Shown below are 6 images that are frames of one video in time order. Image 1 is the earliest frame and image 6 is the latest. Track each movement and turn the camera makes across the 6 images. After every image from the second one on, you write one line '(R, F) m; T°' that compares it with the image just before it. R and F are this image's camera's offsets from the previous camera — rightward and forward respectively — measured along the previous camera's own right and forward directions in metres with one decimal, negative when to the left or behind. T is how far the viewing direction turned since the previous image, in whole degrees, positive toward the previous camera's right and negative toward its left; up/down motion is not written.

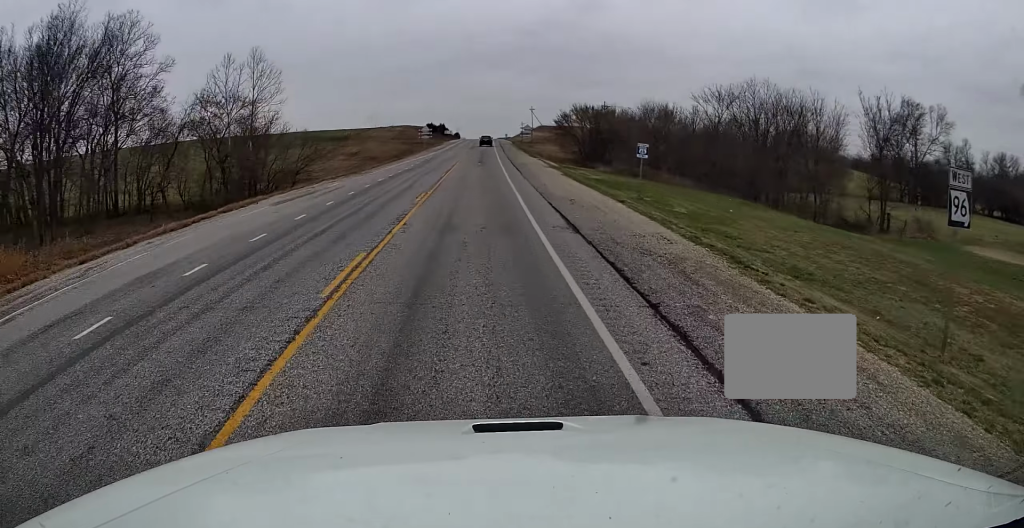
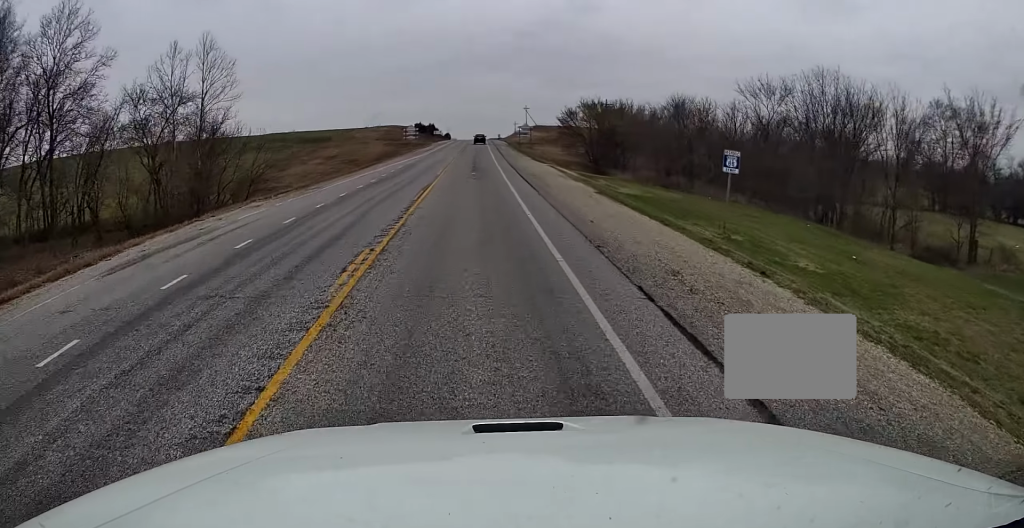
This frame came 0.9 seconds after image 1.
(+0.1, +10.7) m; +1°
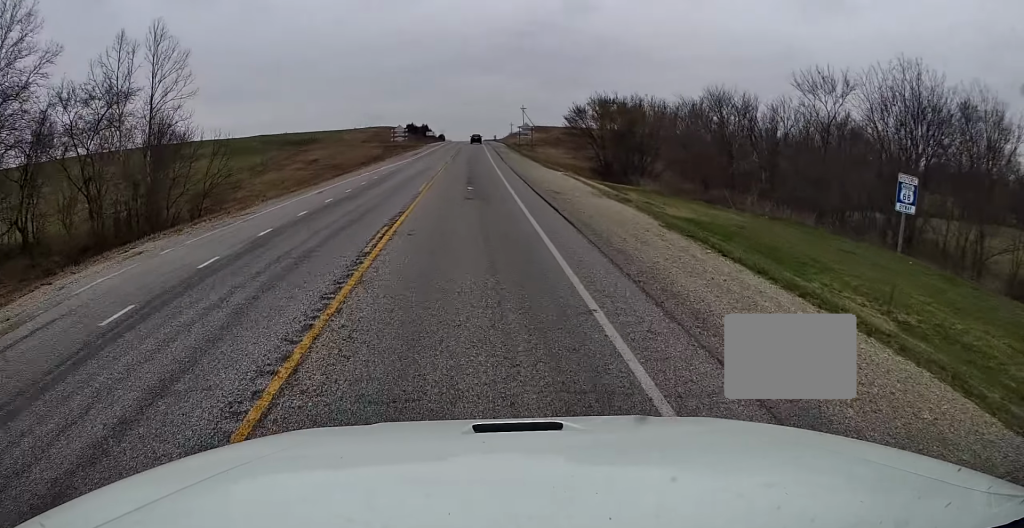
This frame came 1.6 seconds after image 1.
(0.0, +8.6) m; 0°
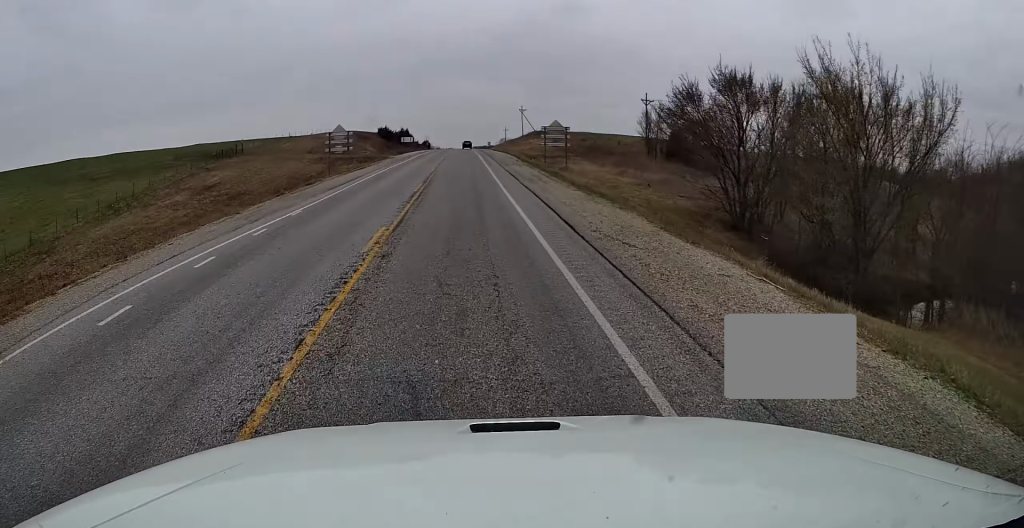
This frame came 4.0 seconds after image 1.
(+0.3, +34.1) m; +2°
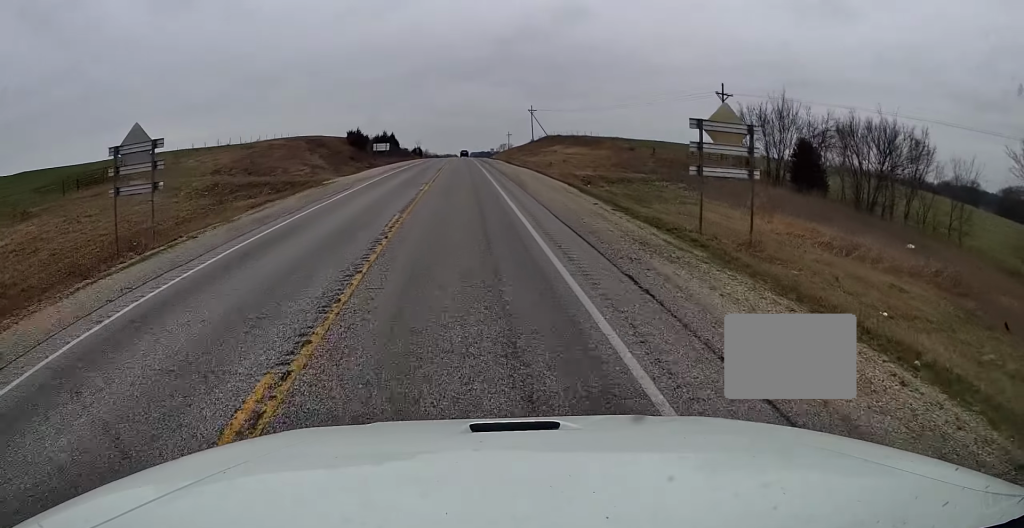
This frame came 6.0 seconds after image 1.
(+0.2, +32.1) m; 0°
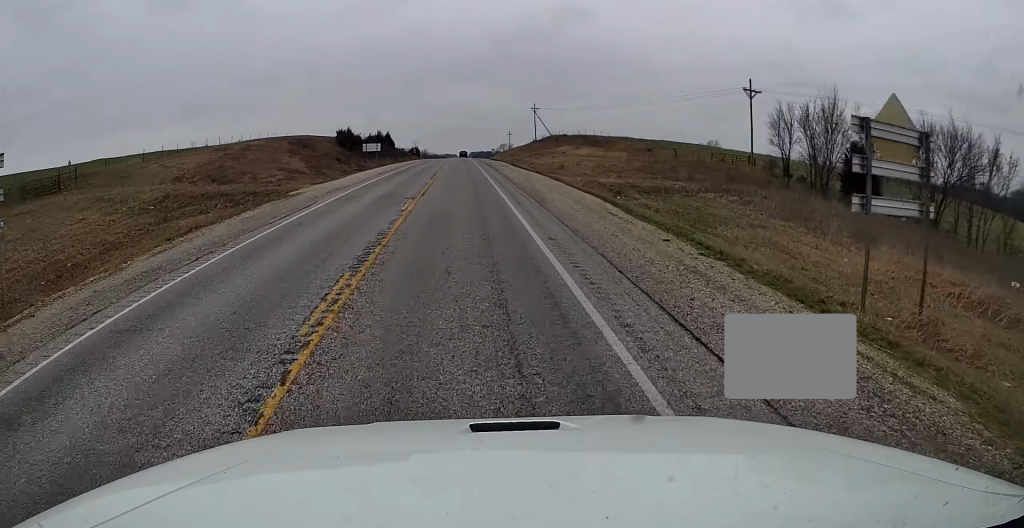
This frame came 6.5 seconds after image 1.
(0.0, +7.6) m; 0°
